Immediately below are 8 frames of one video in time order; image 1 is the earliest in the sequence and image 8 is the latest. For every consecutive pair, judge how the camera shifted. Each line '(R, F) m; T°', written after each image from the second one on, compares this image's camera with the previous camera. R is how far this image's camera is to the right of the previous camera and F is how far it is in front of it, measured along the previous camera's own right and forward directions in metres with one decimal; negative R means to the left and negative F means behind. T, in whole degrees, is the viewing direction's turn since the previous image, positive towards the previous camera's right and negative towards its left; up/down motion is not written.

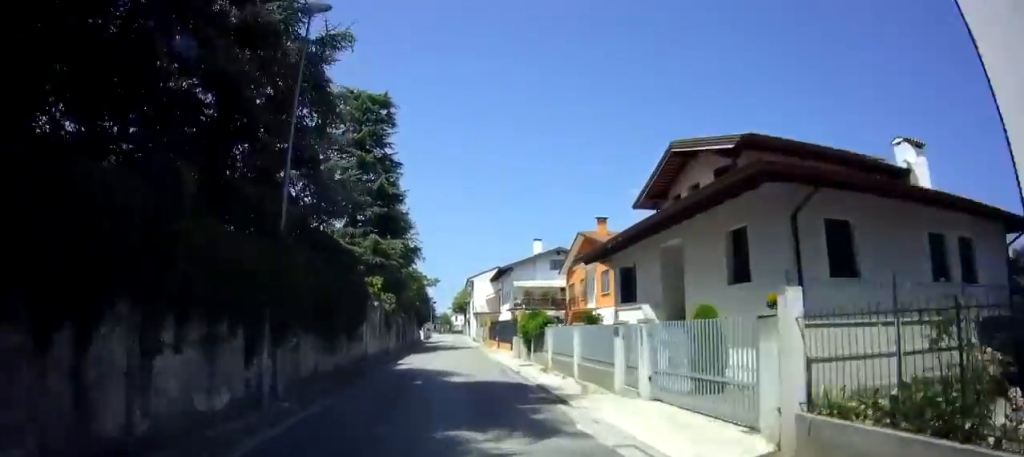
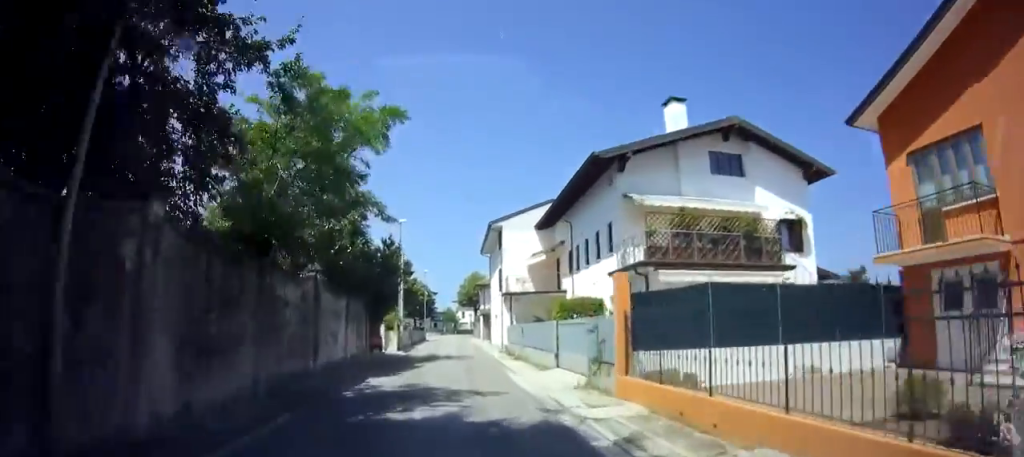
(-0.6, +35.9) m; -2°
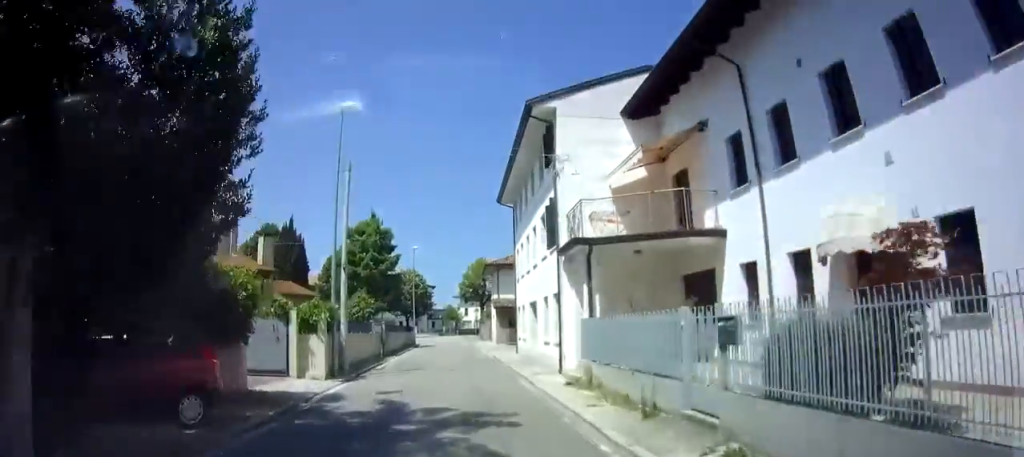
(-0.2, +18.6) m; 0°
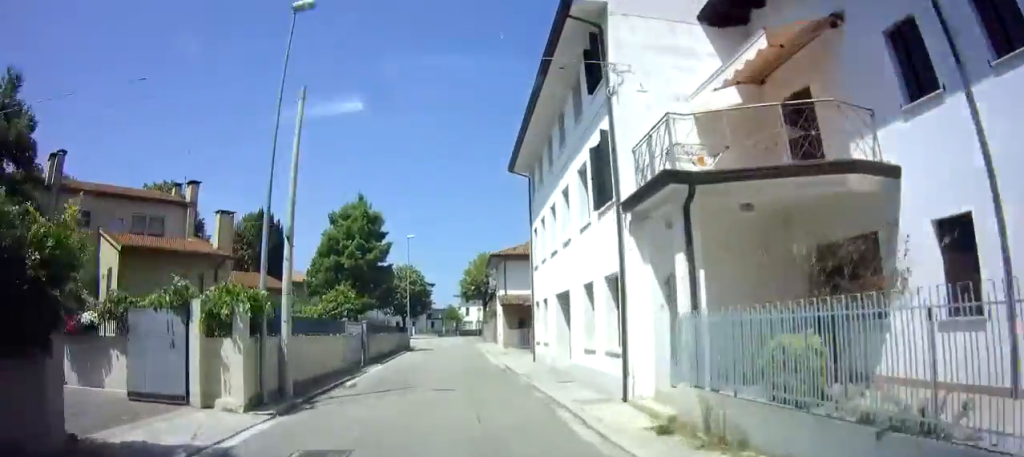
(0.0, +5.9) m; +1°
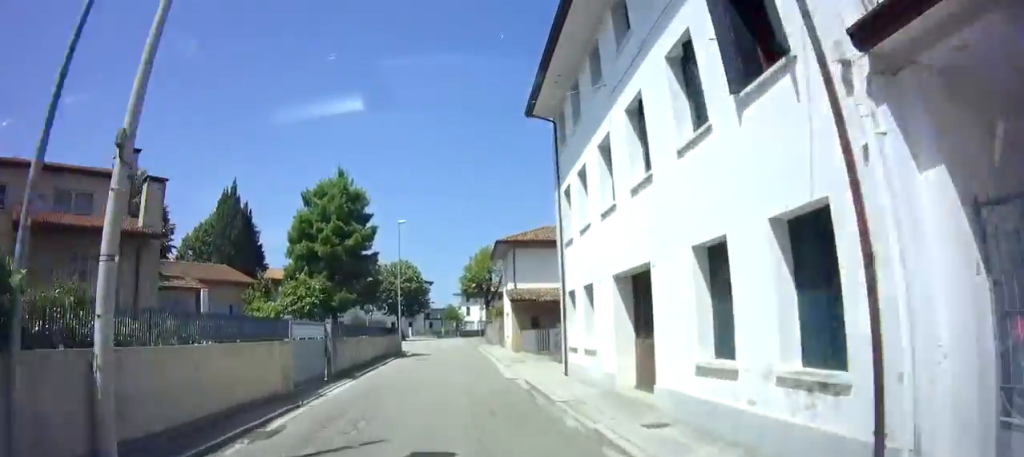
(0.0, +6.8) m; +1°
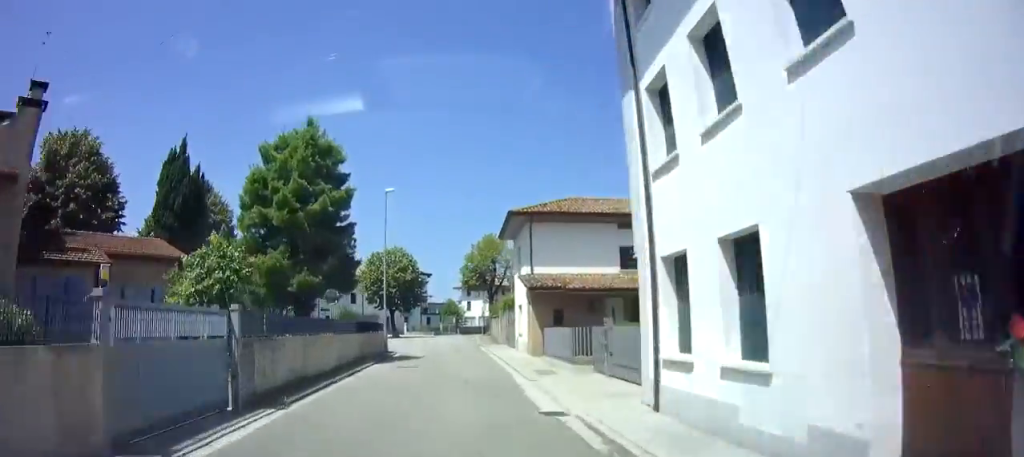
(+0.1, +6.8) m; 0°
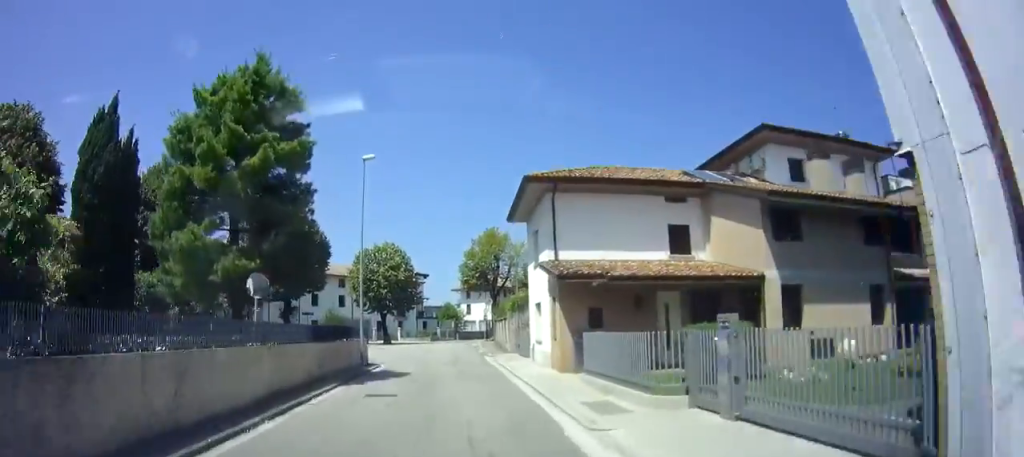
(+0.1, +6.3) m; 0°
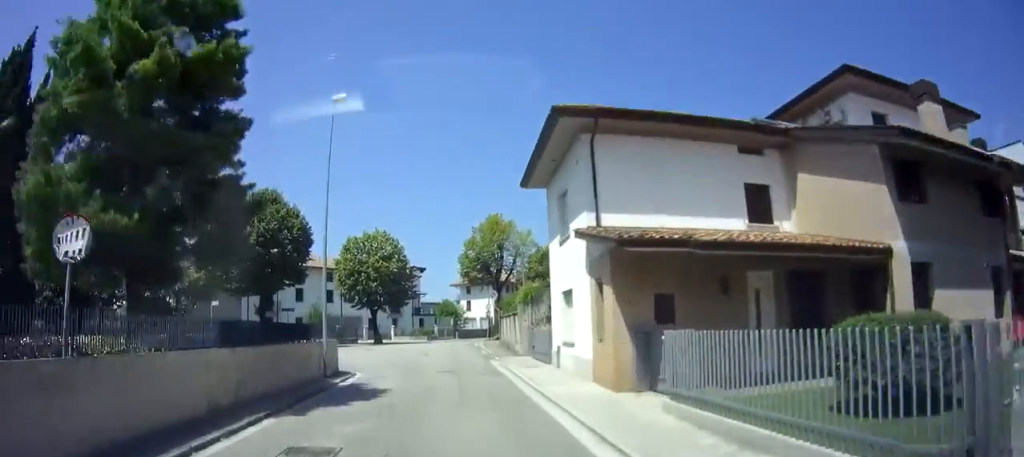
(-0.1, +5.5) m; 0°
